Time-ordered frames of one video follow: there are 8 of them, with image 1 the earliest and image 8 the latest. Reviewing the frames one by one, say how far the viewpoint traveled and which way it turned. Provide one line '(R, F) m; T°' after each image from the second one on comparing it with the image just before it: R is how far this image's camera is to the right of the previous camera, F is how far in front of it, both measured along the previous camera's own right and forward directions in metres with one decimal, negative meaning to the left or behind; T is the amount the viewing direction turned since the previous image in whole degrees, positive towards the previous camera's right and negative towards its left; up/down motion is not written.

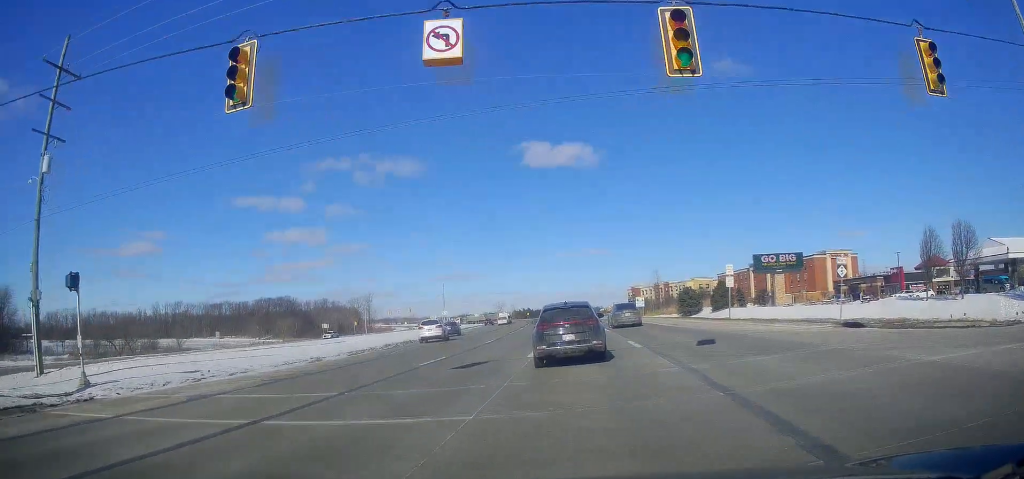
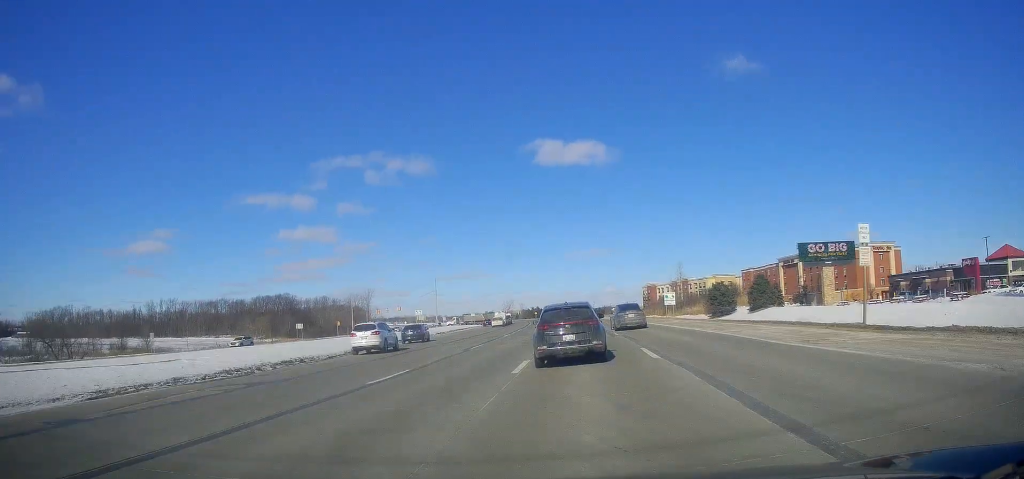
(0.0, +20.3) m; -1°
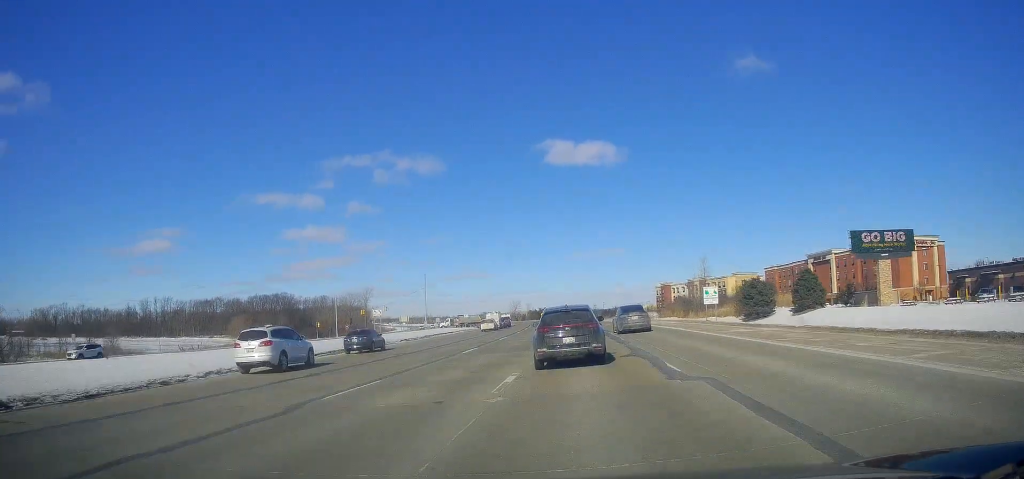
(-0.2, +17.5) m; -1°
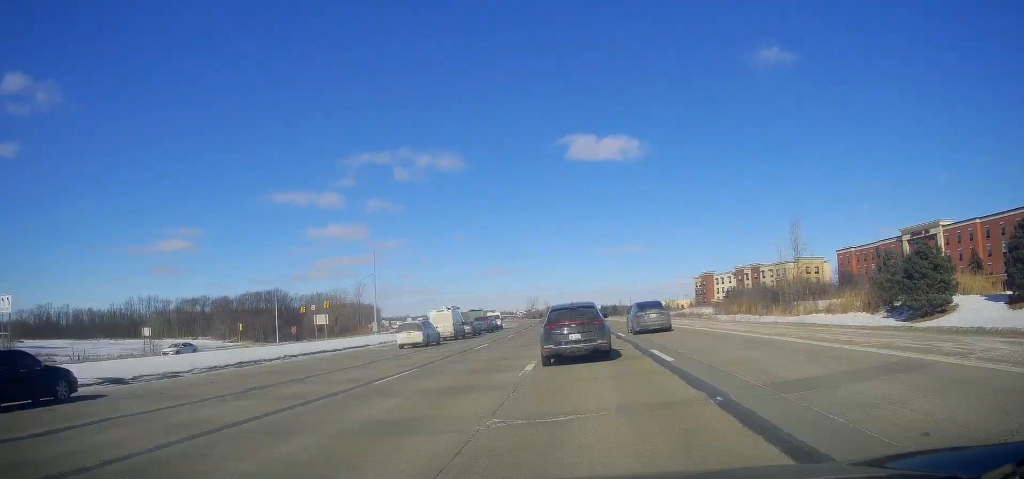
(-0.3, +42.8) m; -1°
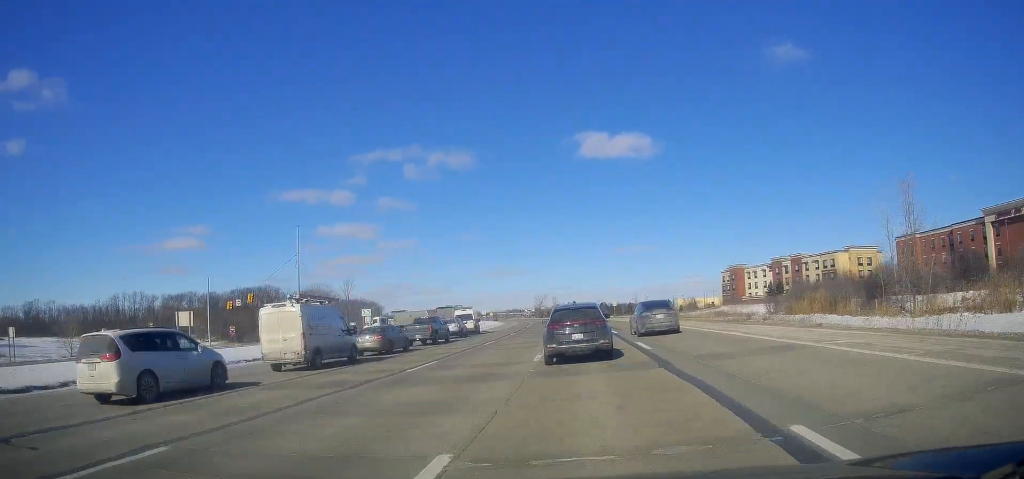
(-0.3, +27.3) m; -2°
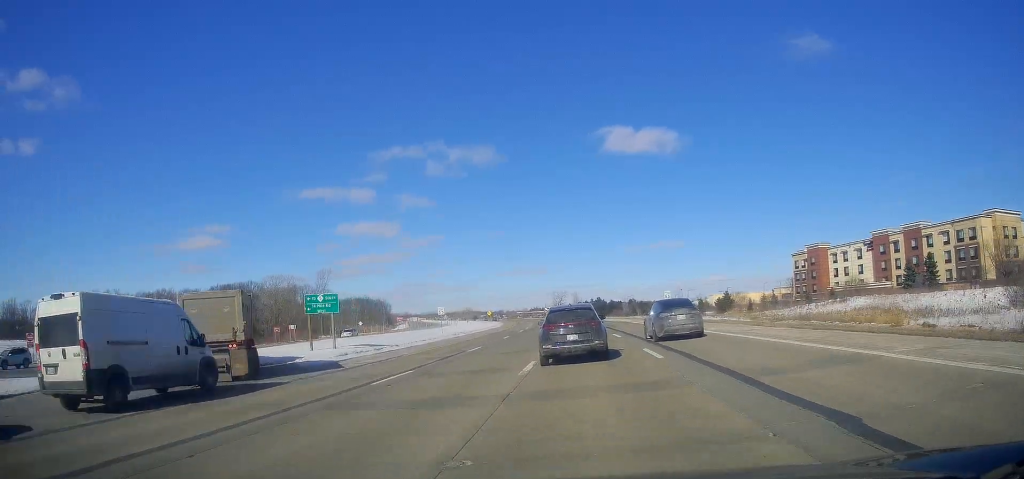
(-1.8, +48.6) m; -2°
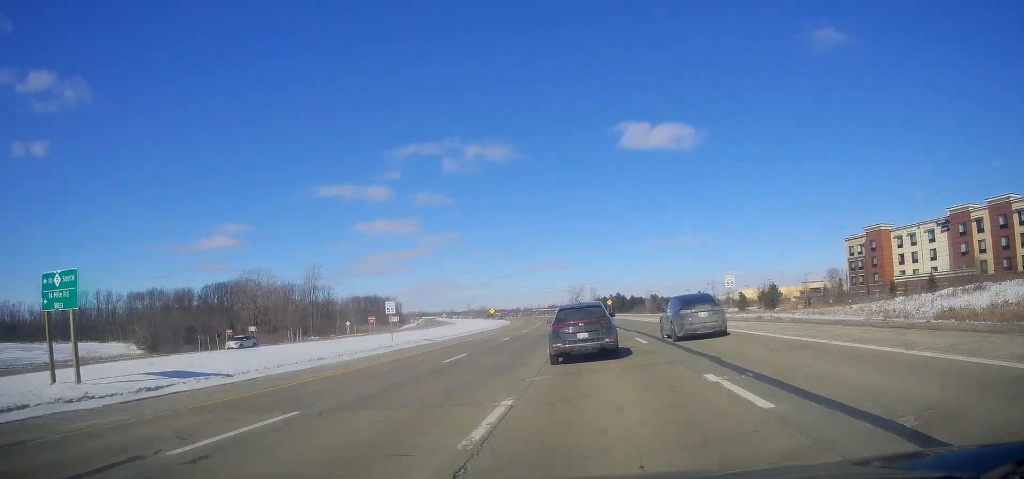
(+0.4, +22.1) m; -1°
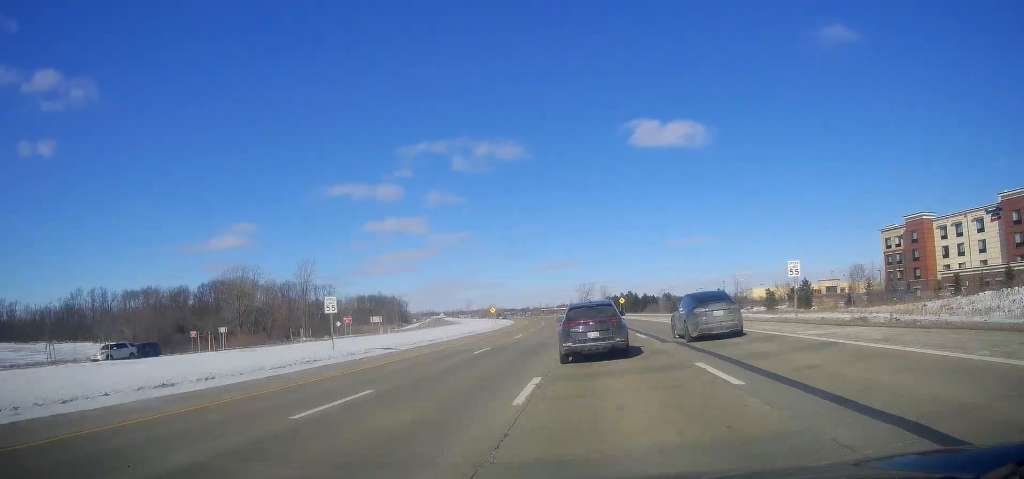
(-0.4, +12.2) m; -1°
